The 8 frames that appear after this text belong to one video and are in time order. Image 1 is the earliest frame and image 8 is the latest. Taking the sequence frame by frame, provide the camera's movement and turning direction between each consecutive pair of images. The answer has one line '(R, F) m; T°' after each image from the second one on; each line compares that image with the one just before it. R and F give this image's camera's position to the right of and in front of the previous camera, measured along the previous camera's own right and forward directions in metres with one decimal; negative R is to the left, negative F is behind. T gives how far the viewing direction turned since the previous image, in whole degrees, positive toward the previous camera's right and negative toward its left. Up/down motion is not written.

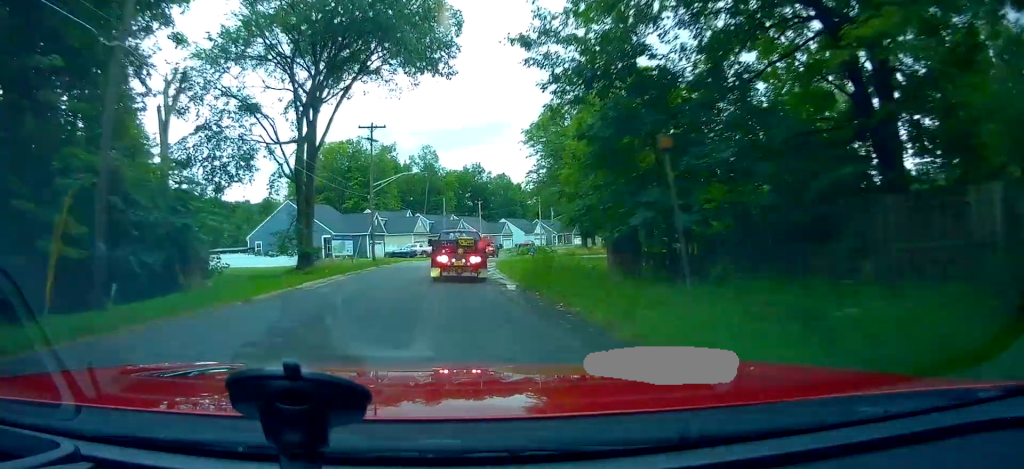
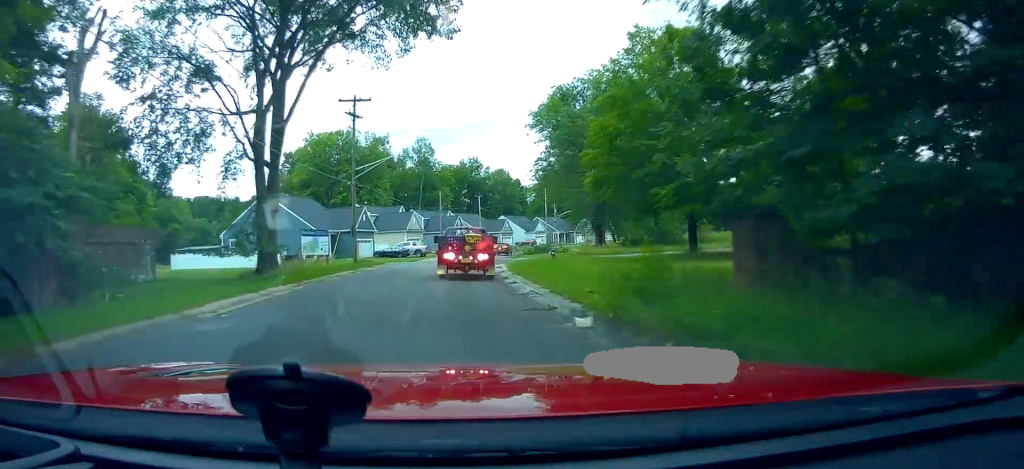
(-0.1, +8.7) m; +1°
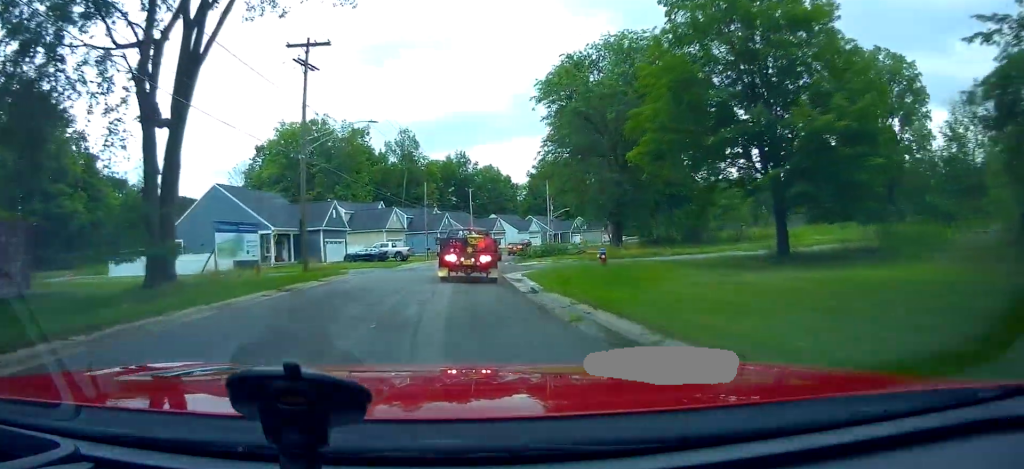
(+0.3, +11.9) m; +2°
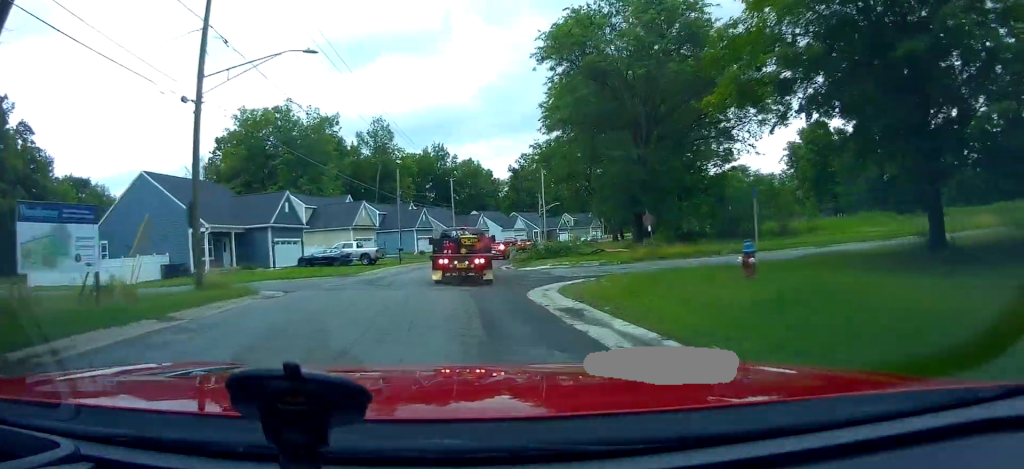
(+0.2, +11.4) m; +1°
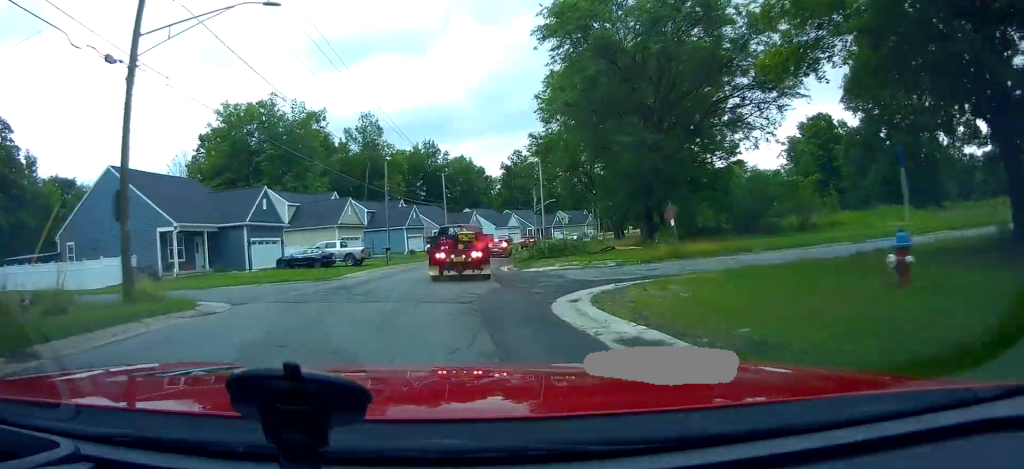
(+0.1, +4.1) m; 0°
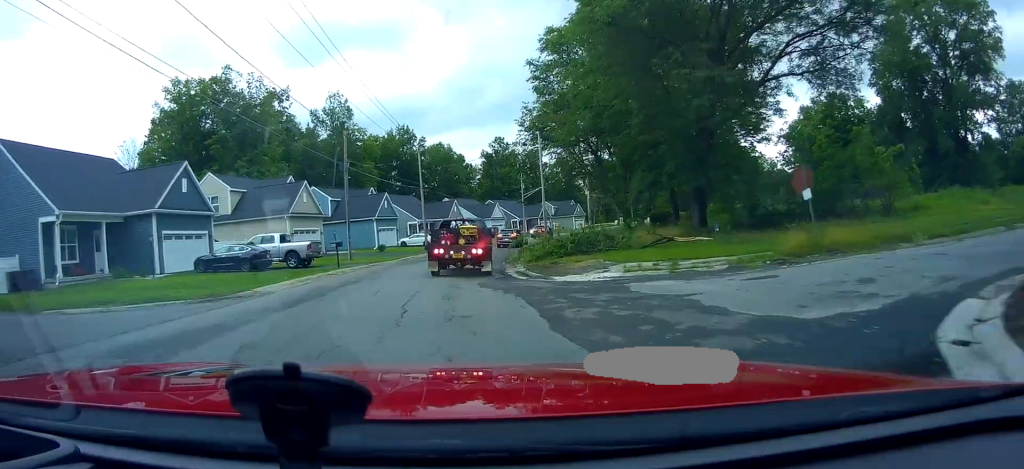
(-0.1, +11.1) m; +3°
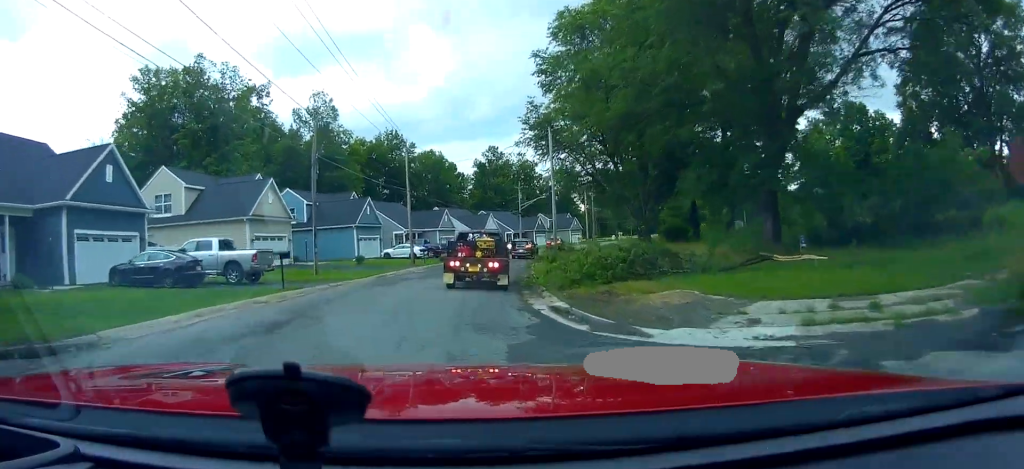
(+0.5, +7.7) m; +3°
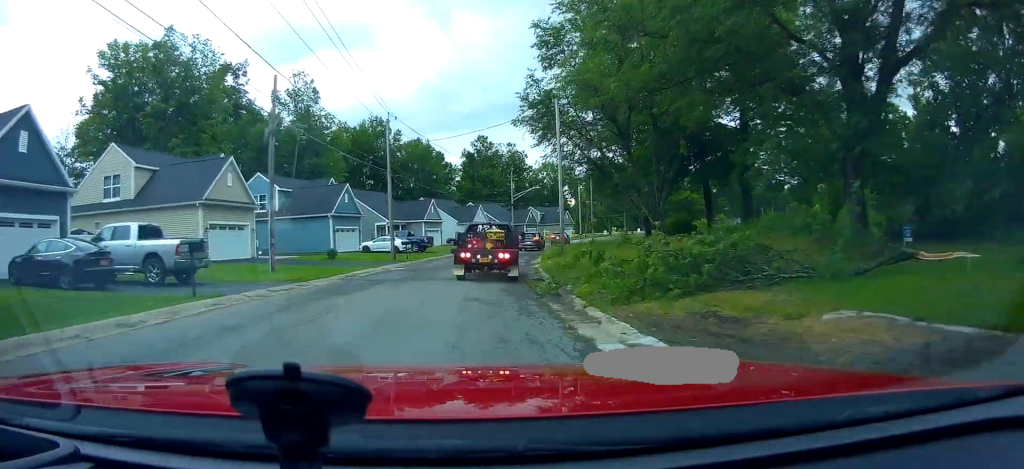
(+0.1, +6.0) m; +1°
